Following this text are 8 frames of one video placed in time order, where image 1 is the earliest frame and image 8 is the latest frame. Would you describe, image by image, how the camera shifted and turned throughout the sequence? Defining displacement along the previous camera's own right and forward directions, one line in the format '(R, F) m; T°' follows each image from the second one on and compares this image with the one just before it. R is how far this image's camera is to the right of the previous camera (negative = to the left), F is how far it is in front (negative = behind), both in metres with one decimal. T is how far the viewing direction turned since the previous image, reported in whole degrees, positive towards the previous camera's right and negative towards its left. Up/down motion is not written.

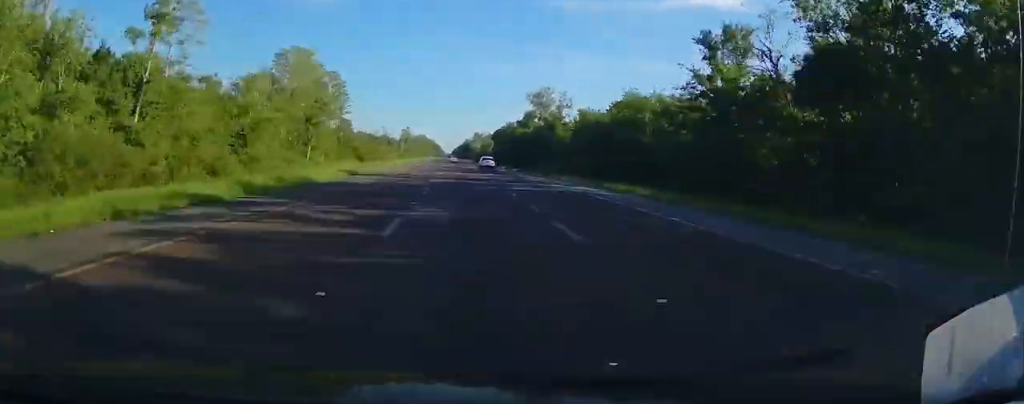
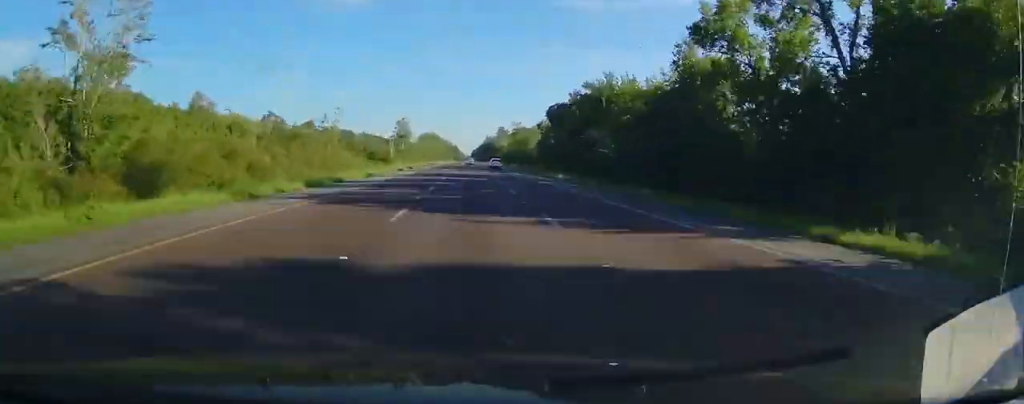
(-0.6, +75.9) m; 0°
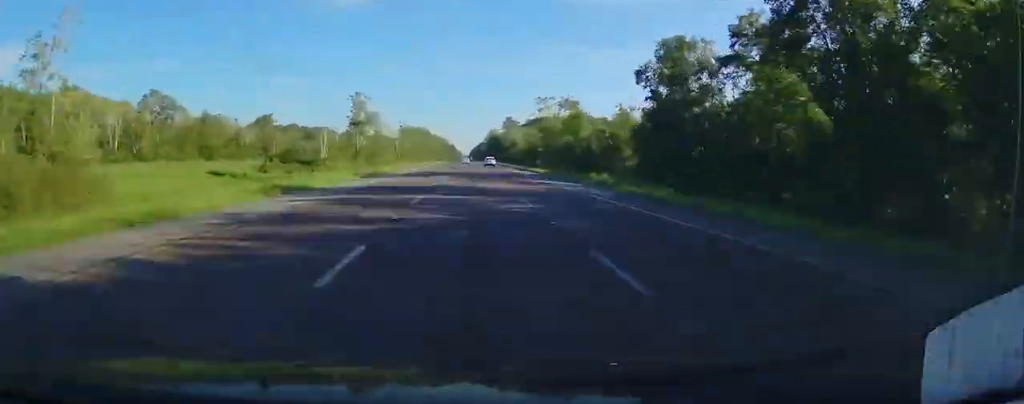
(-0.1, +68.0) m; 0°
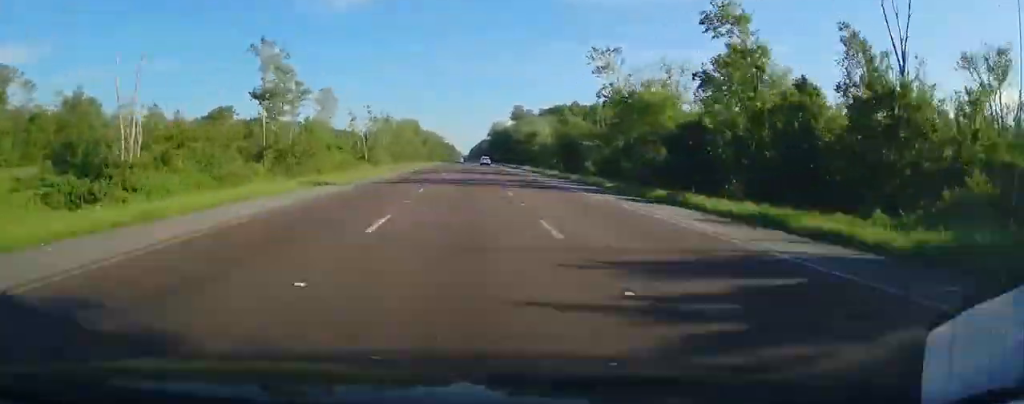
(0.0, +49.1) m; 0°
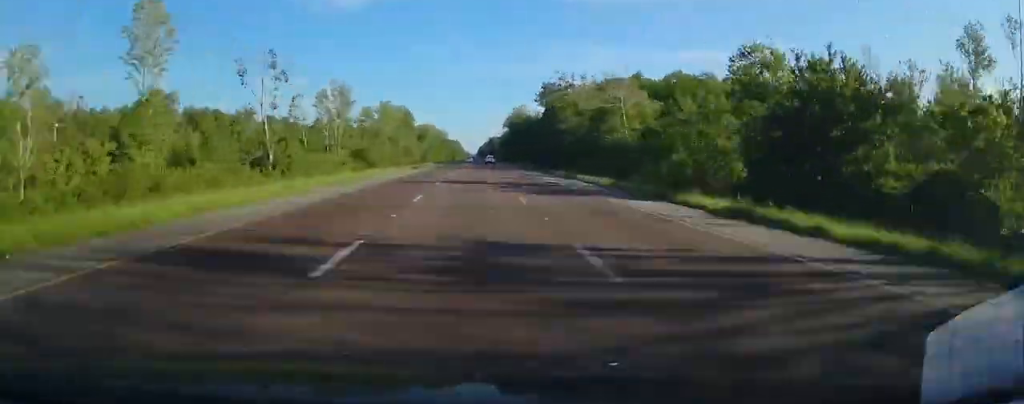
(0.0, +58.9) m; 0°
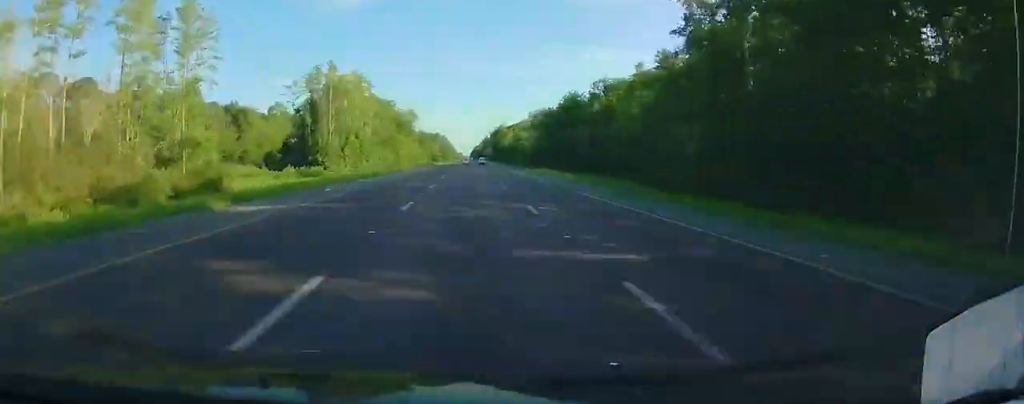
(+0.9, +175.0) m; 0°
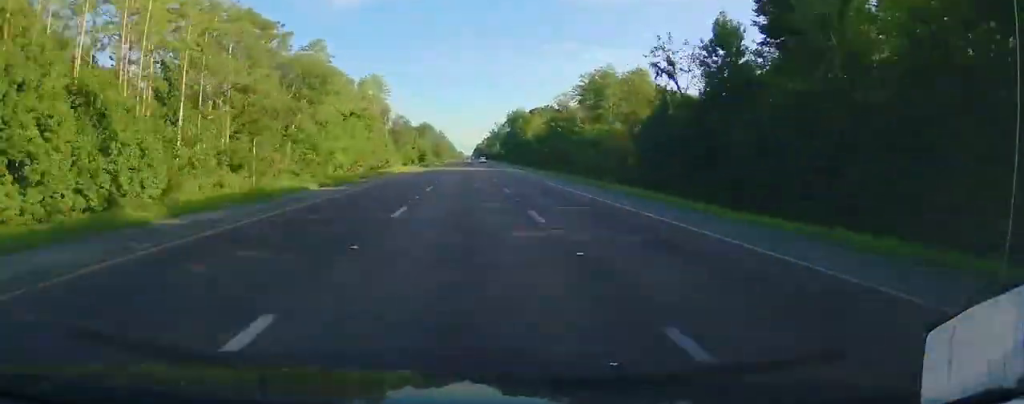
(+0.3, +80.6) m; 0°
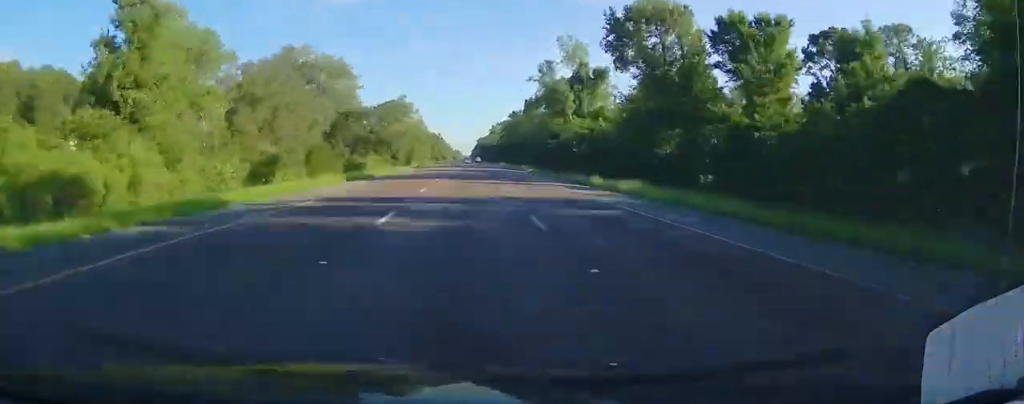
(-0.9, +223.7) m; 0°
